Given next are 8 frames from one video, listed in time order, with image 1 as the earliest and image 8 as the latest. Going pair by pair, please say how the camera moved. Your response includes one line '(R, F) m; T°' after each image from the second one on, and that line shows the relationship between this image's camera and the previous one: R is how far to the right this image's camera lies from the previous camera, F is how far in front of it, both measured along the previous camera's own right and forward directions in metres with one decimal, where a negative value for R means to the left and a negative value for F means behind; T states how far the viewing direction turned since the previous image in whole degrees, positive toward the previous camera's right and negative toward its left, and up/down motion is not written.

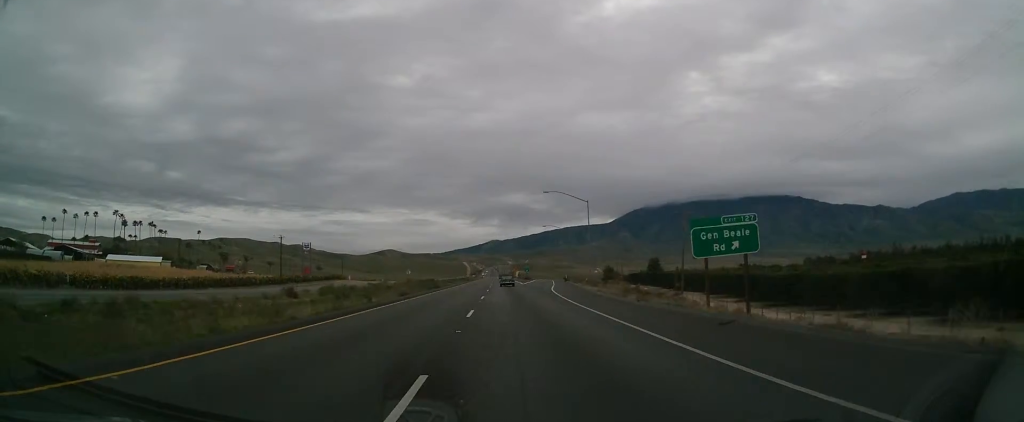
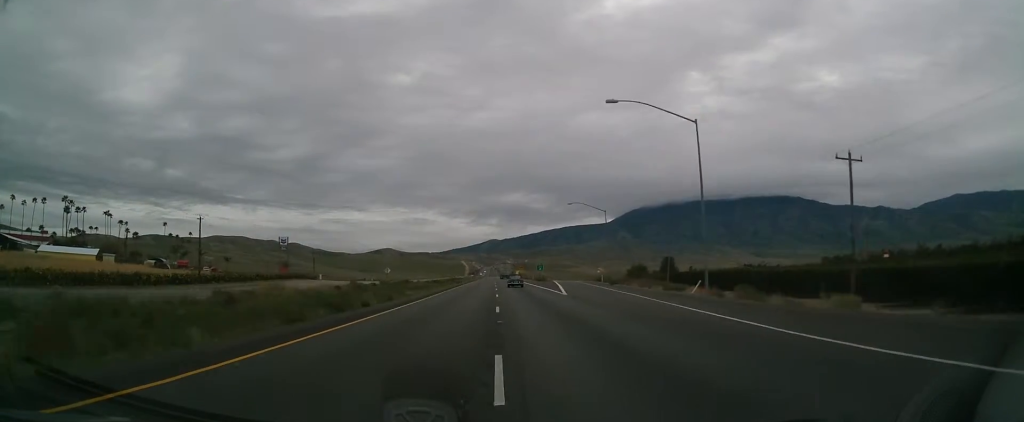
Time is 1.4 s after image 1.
(-0.1, +36.9) m; -1°
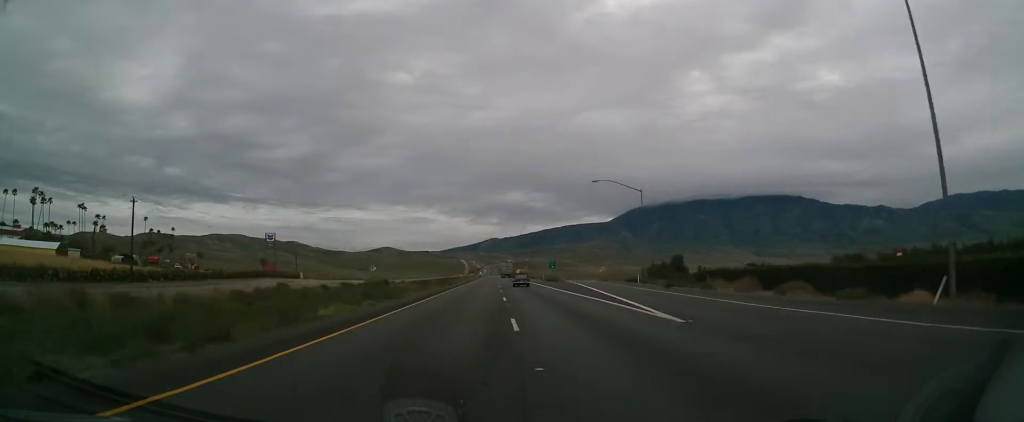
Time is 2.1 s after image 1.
(-0.1, +20.5) m; 0°
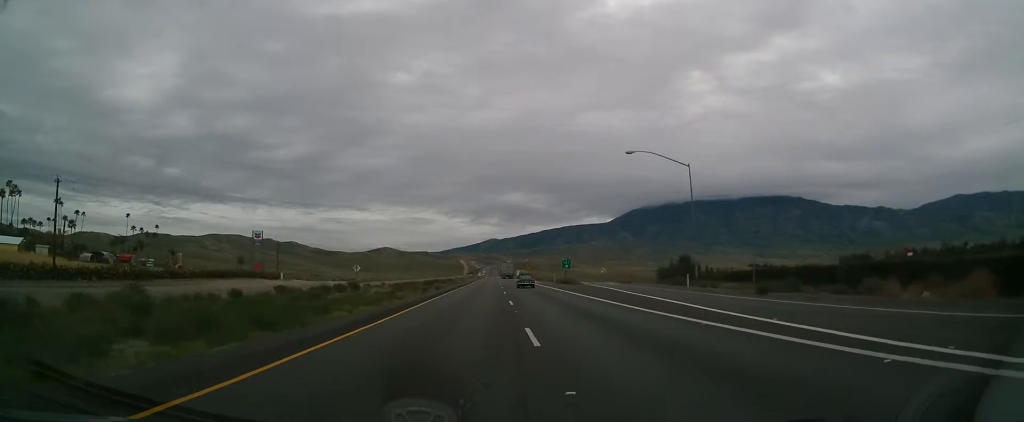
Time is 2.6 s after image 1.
(-0.1, +17.4) m; 0°
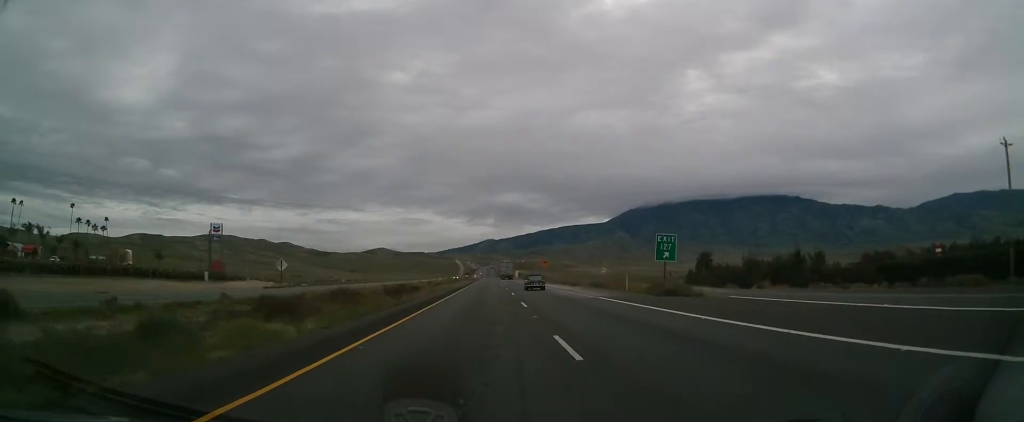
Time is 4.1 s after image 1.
(-0.1, +45.9) m; 0°
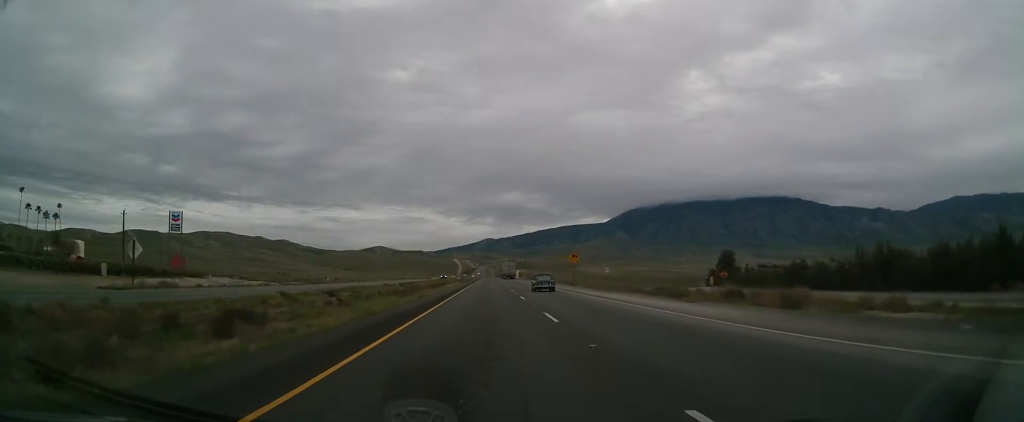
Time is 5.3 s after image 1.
(+0.1, +39.0) m; 0°
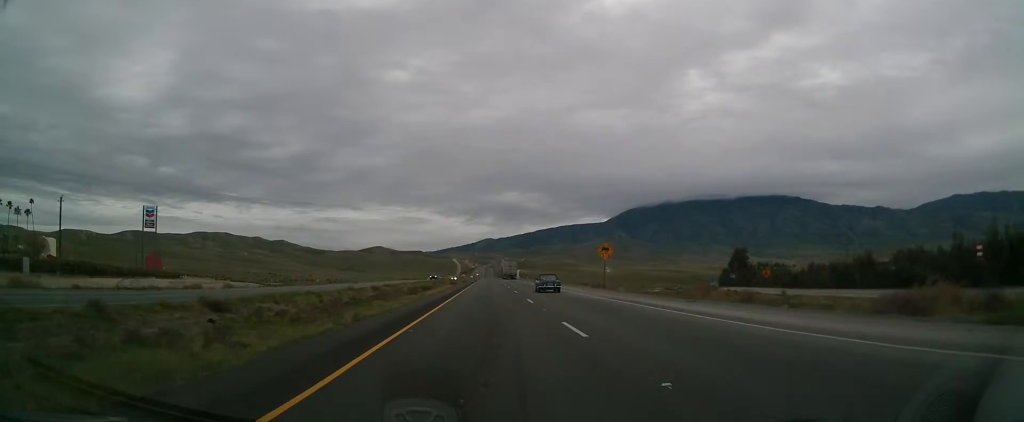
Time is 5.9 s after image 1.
(0.0, +22.0) m; 0°
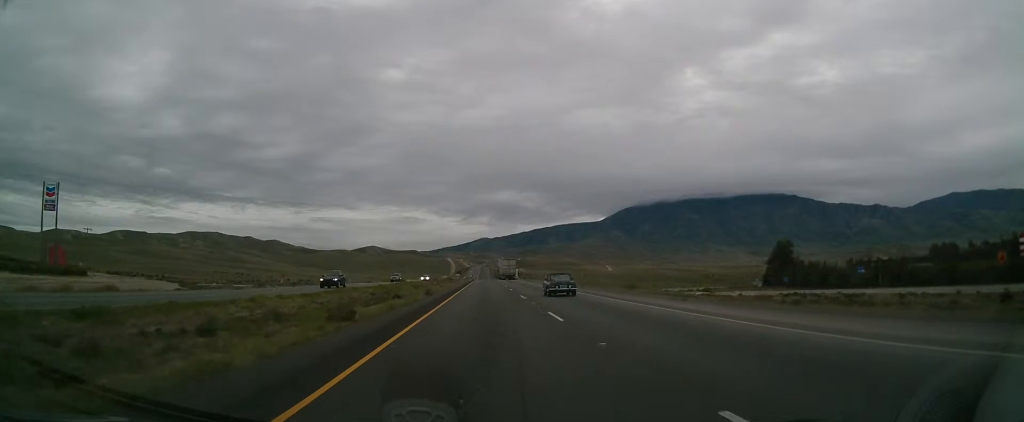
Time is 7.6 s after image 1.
(0.0, +58.0) m; 0°
